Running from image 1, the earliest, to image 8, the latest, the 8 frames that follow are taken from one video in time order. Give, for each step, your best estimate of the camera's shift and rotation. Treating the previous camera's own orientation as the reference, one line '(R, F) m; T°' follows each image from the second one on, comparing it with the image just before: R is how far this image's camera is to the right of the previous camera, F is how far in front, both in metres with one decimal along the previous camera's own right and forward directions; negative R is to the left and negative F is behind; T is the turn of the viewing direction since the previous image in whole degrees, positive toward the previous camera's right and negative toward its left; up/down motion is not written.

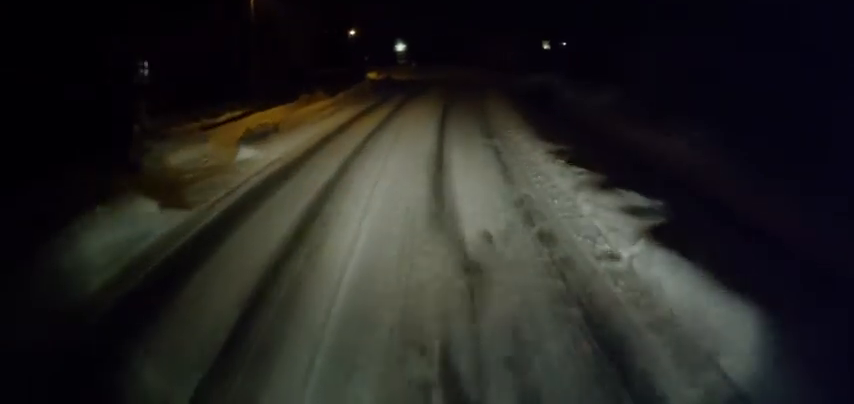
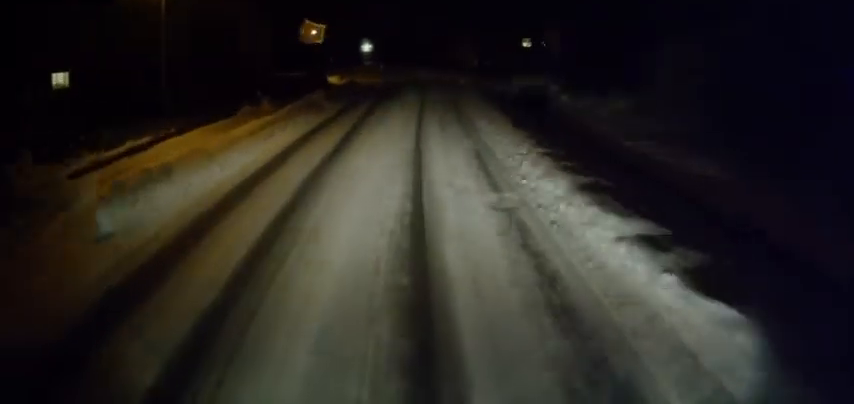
(+0.5, +5.9) m; +3°
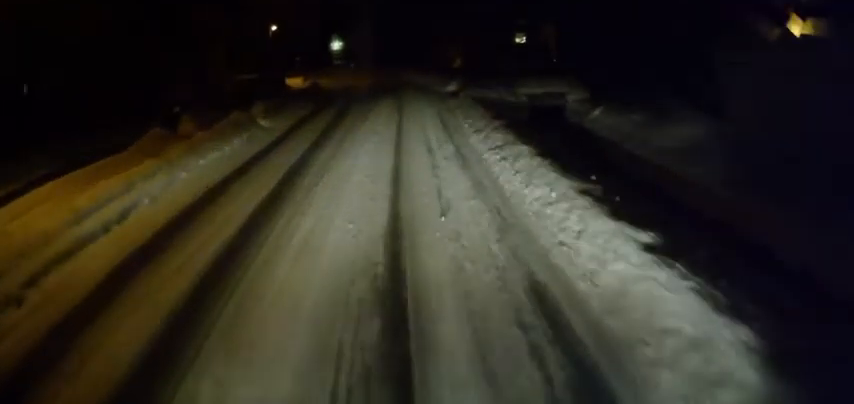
(+0.1, +8.6) m; +3°
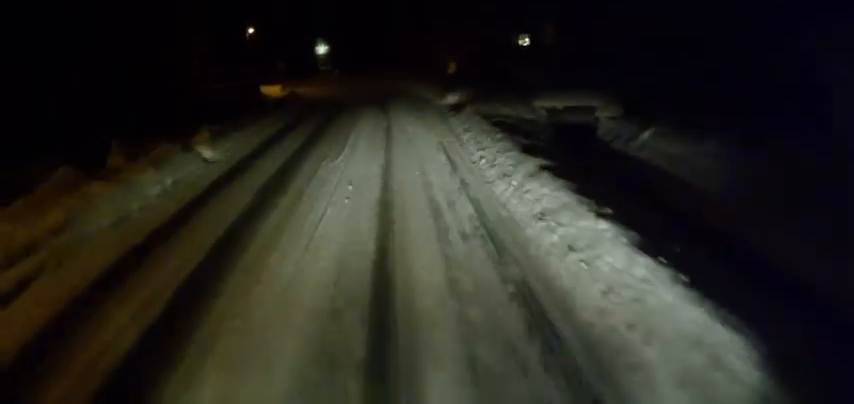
(0.0, +5.5) m; +1°
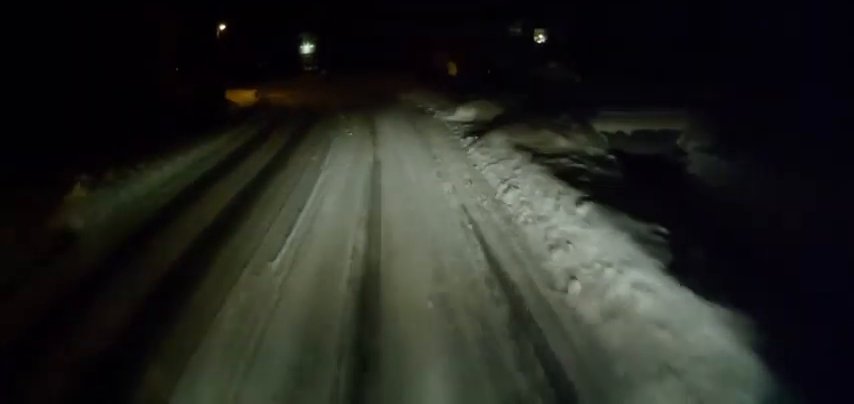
(+0.2, +7.1) m; +1°
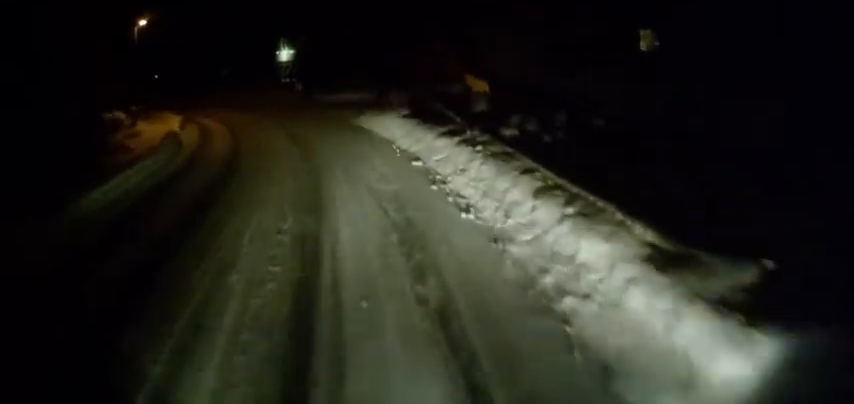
(+1.2, +15.5) m; +10°
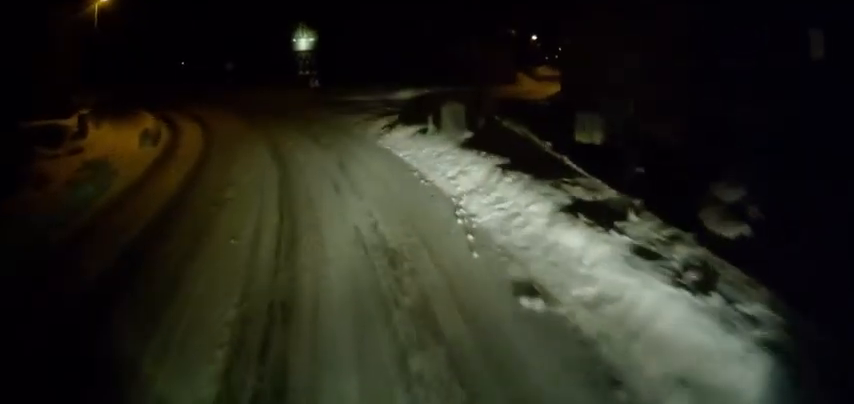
(0.0, +7.7) m; -3°
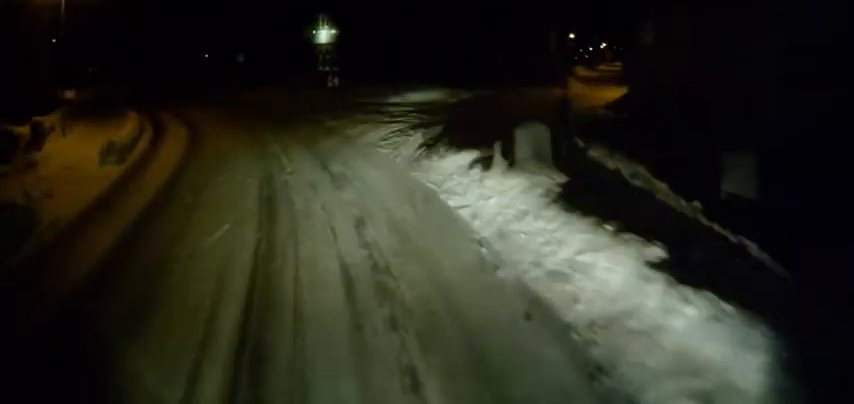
(-0.2, +4.8) m; -4°
